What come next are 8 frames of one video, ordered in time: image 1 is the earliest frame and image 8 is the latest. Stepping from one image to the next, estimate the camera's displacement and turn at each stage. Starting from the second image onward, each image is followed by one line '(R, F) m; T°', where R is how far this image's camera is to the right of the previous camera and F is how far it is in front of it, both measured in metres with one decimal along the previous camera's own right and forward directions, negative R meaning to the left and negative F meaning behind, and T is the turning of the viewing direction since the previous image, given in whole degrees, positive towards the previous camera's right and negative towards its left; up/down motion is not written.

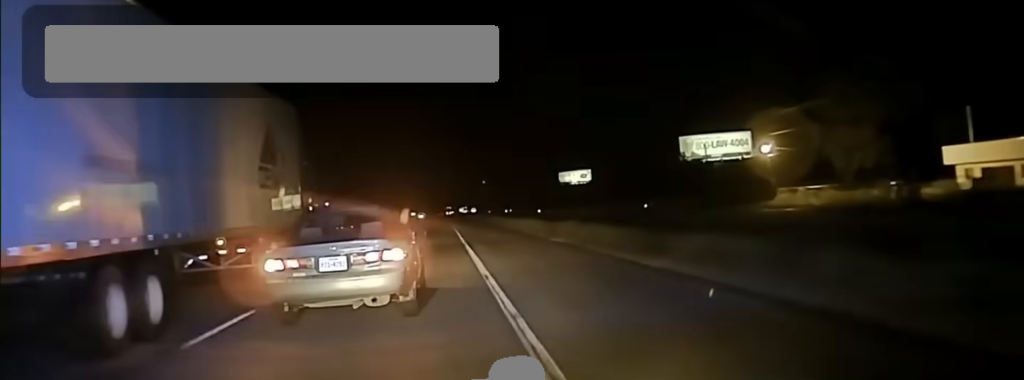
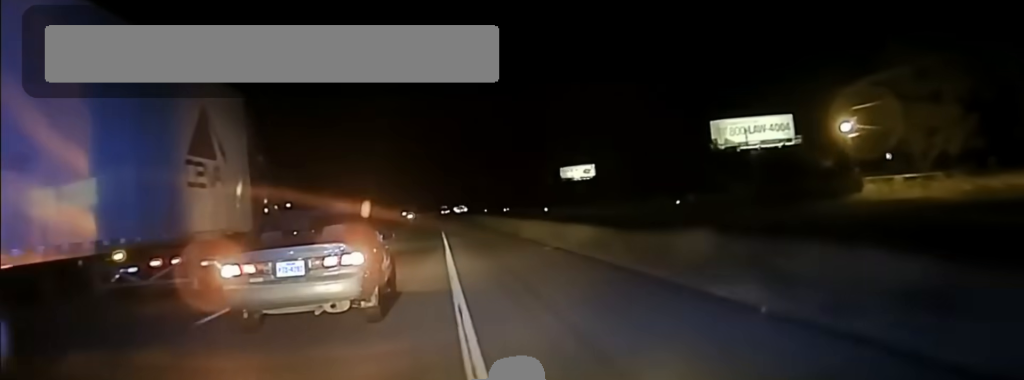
(0.0, +27.3) m; -1°
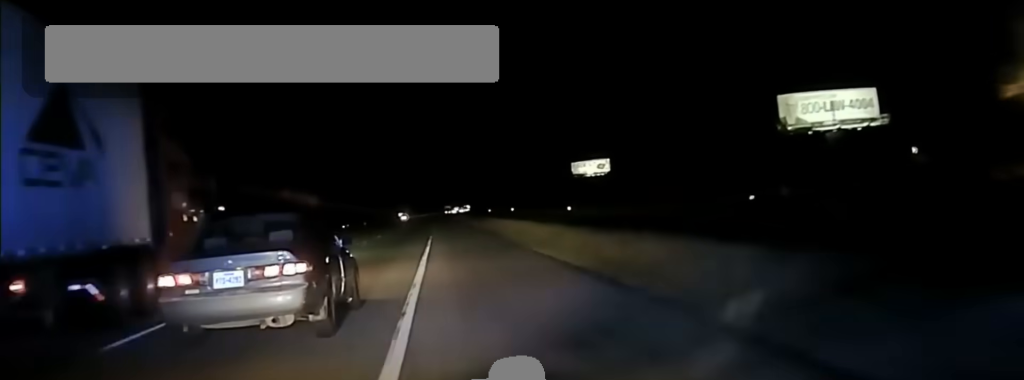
(-0.3, +32.6) m; -1°
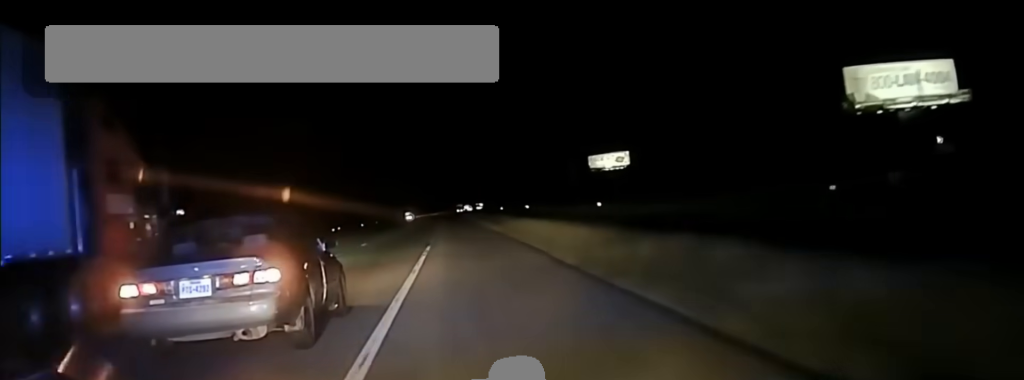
(-0.1, +16.3) m; 0°
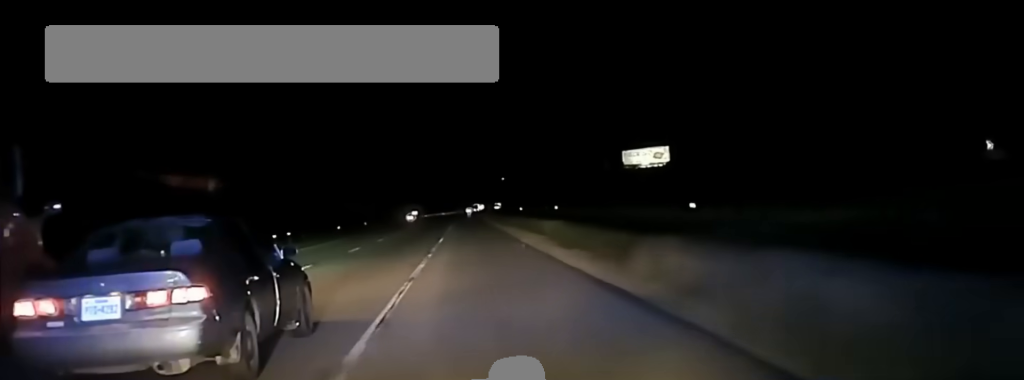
(0.0, +28.3) m; 0°
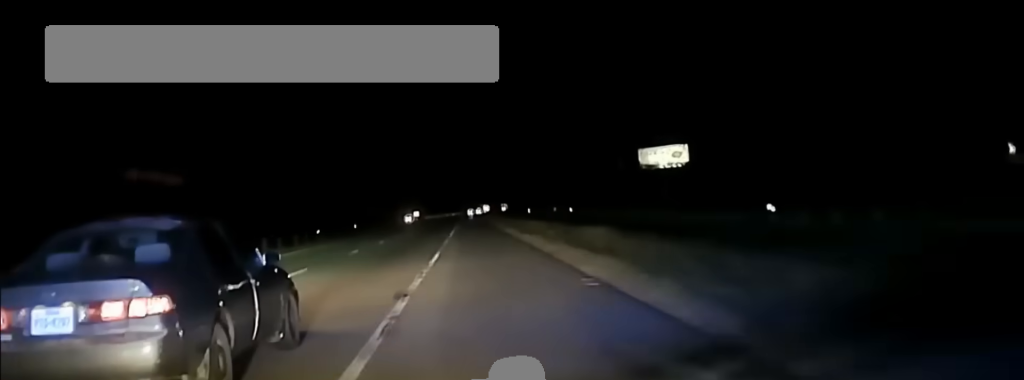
(+0.1, +10.1) m; 0°
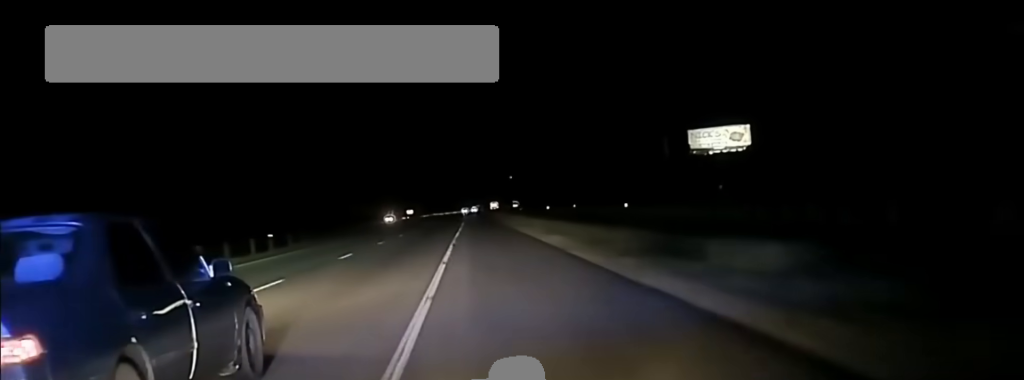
(-0.6, +31.1) m; -2°
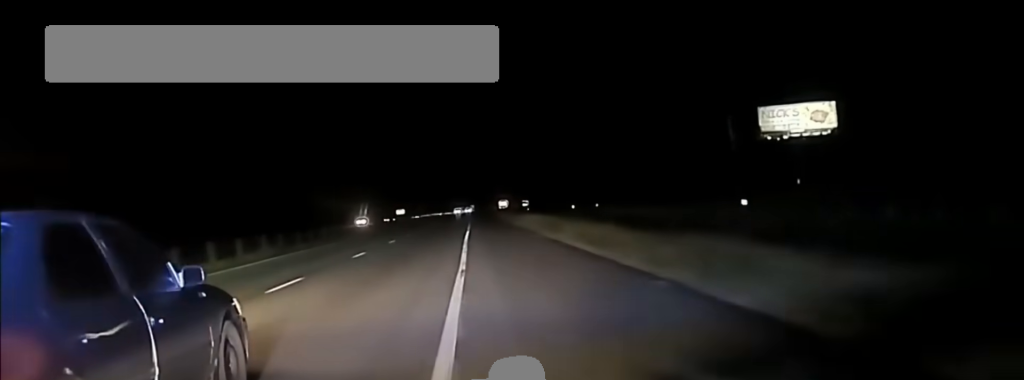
(0.0, +35.6) m; +1°
